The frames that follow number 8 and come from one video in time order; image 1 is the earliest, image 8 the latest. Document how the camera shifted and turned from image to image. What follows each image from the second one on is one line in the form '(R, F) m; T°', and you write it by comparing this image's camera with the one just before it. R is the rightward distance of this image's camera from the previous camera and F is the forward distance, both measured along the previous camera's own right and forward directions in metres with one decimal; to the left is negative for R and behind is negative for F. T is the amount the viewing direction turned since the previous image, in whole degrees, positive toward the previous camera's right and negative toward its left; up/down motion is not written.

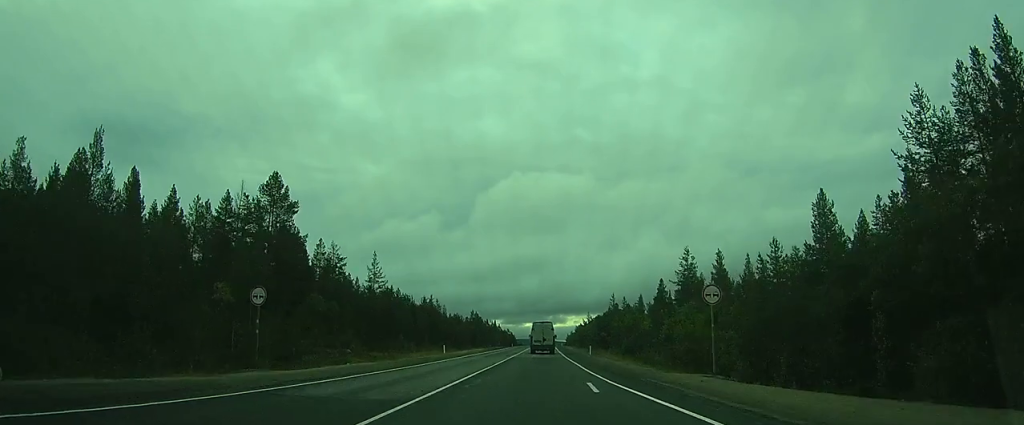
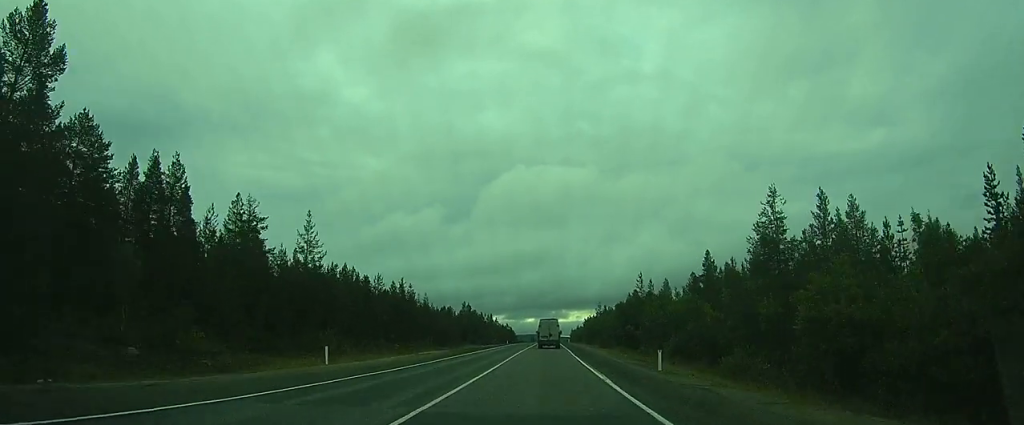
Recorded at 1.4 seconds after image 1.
(0.0, +30.9) m; 0°
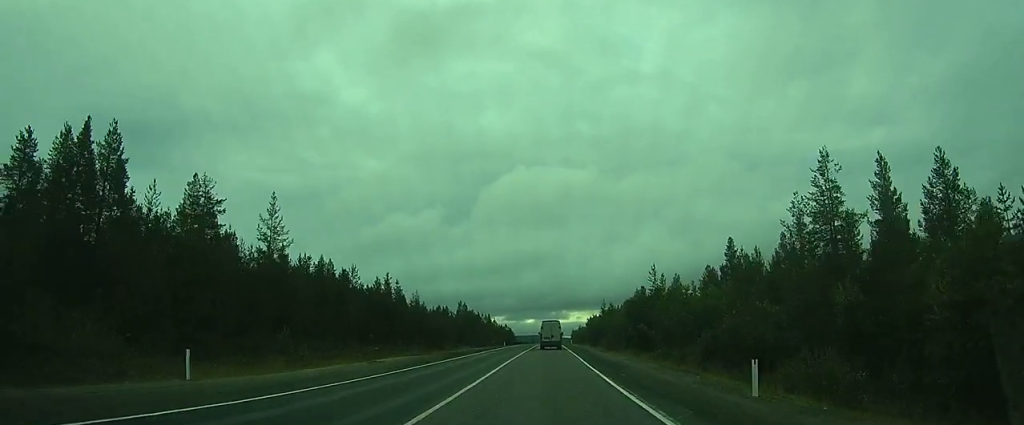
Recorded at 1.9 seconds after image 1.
(0.0, +9.8) m; 0°
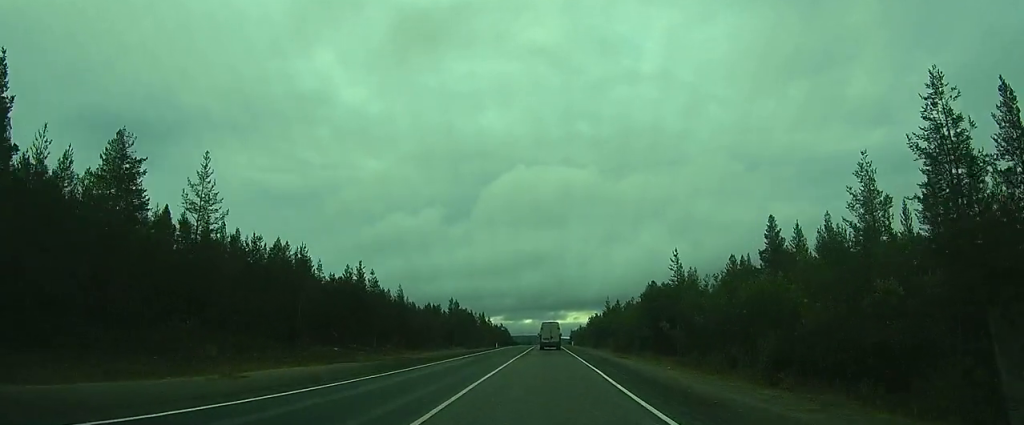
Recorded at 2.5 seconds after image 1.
(0.0, +13.3) m; 0°
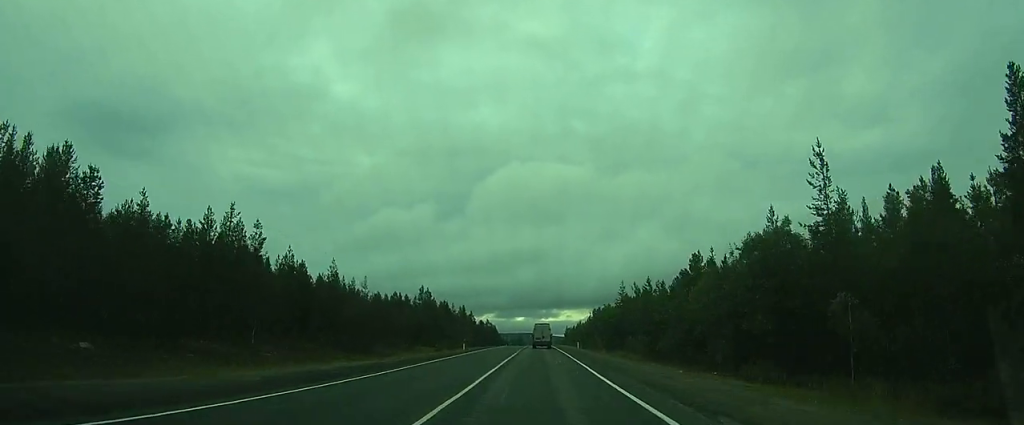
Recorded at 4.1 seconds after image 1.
(0.0, +32.4) m; 0°
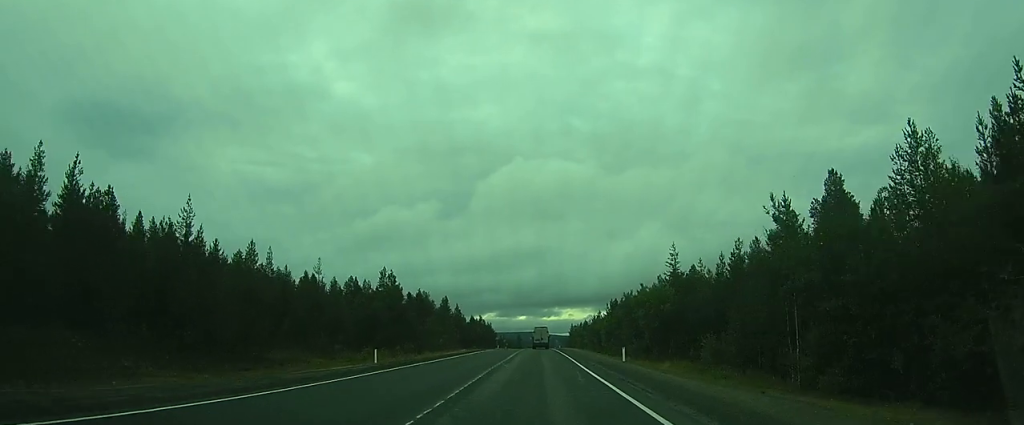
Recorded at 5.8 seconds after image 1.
(0.0, +34.8) m; 0°
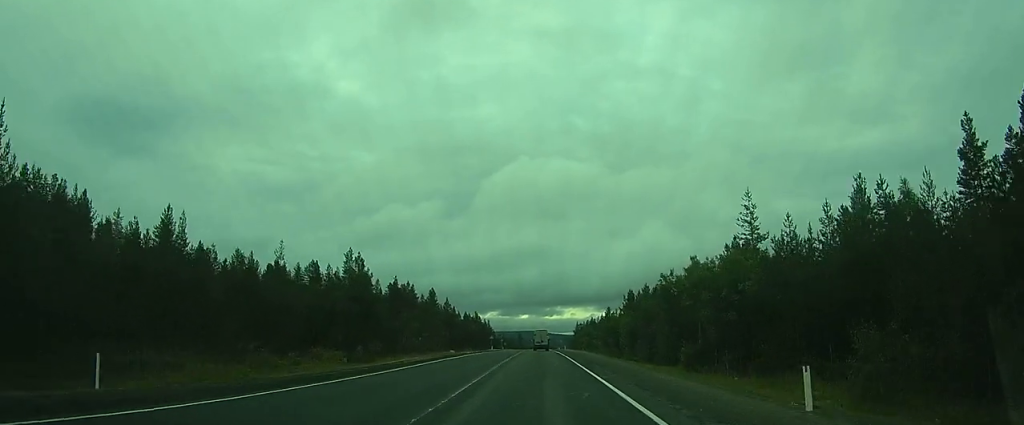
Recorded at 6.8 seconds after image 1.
(+0.1, +20.2) m; 0°
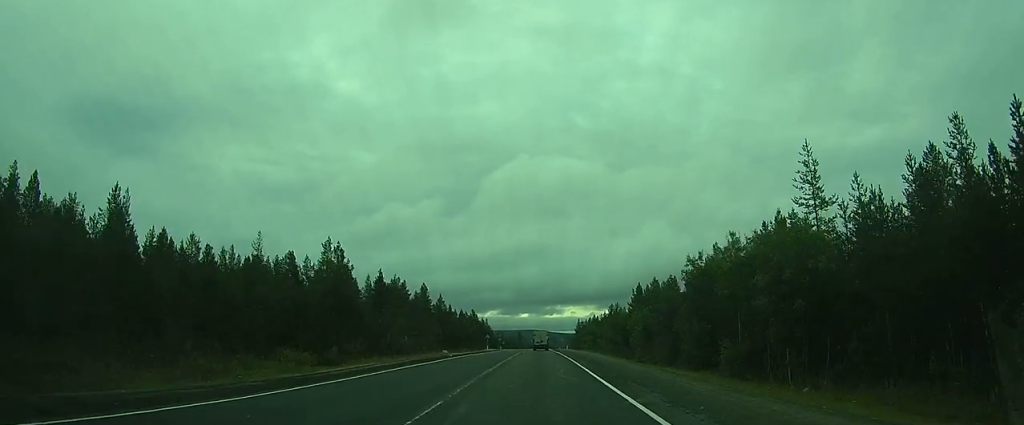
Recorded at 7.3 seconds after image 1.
(0.0, +8.8) m; 0°
